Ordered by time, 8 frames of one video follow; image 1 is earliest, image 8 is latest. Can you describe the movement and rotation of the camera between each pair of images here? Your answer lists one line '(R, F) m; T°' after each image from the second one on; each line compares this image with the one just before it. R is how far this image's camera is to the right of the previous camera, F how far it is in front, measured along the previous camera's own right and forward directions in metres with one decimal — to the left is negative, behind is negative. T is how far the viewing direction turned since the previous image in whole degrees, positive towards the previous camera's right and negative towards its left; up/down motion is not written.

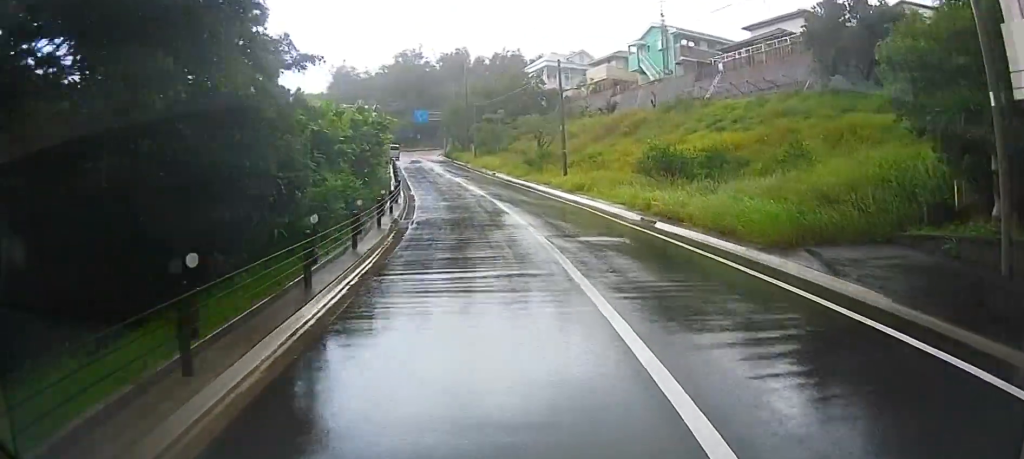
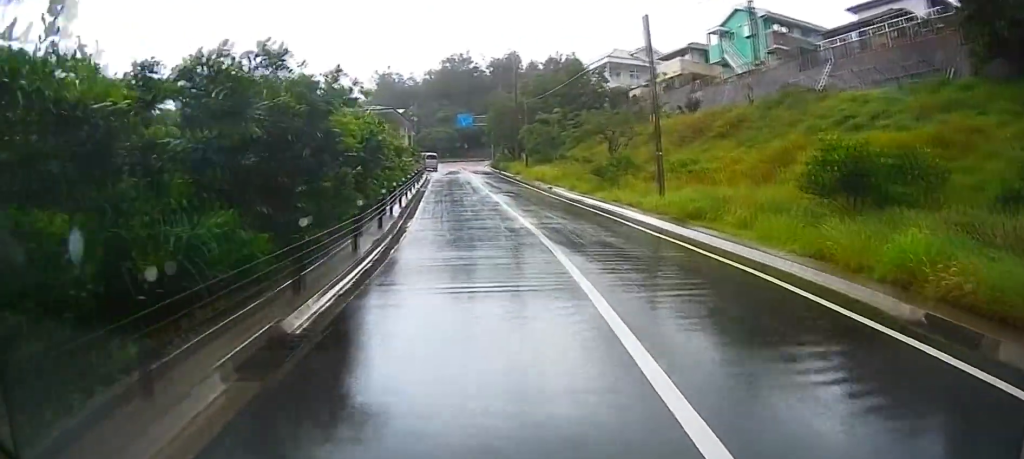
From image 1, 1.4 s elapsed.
(+0.1, +12.1) m; +2°
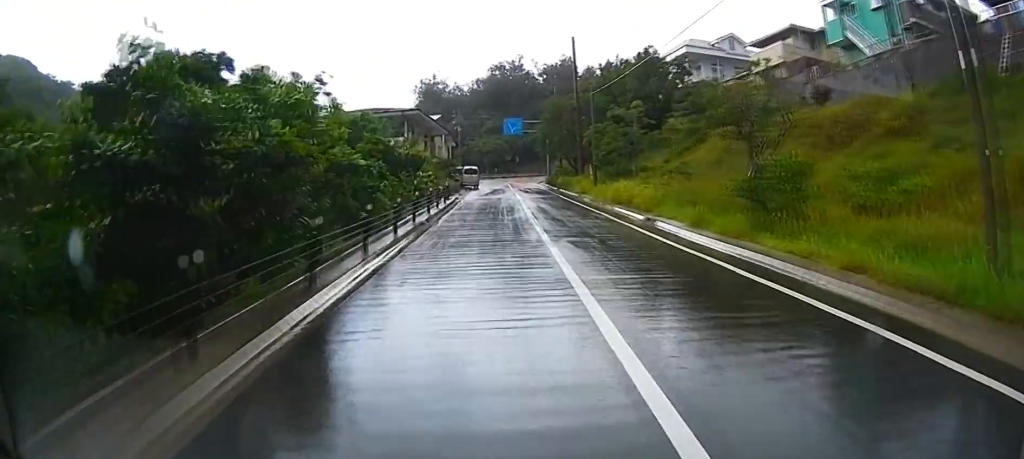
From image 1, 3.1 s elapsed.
(0.0, +14.7) m; -5°
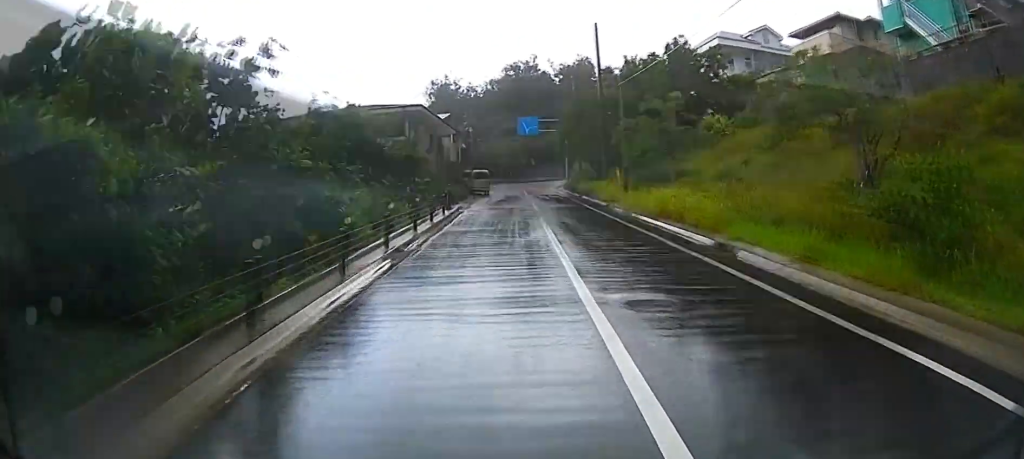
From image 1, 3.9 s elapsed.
(-0.3, +5.9) m; -5°
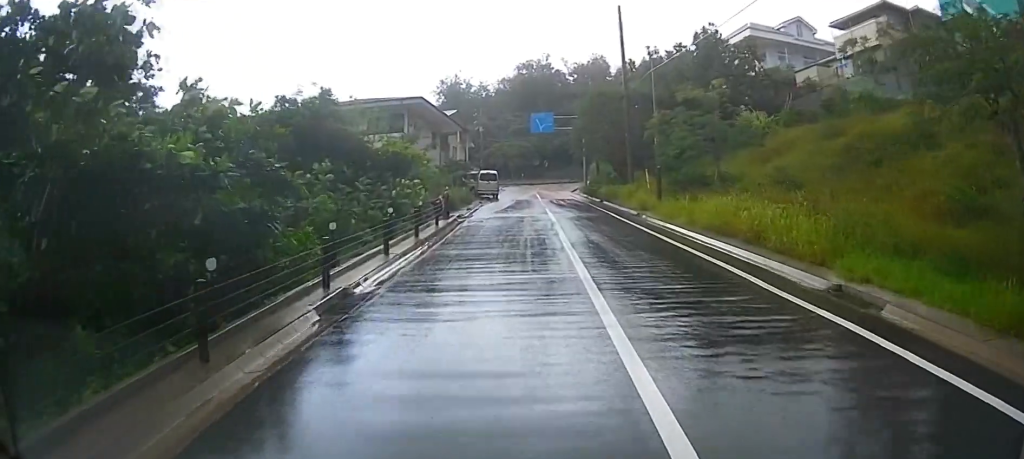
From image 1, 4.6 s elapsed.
(-0.2, +5.4) m; -5°
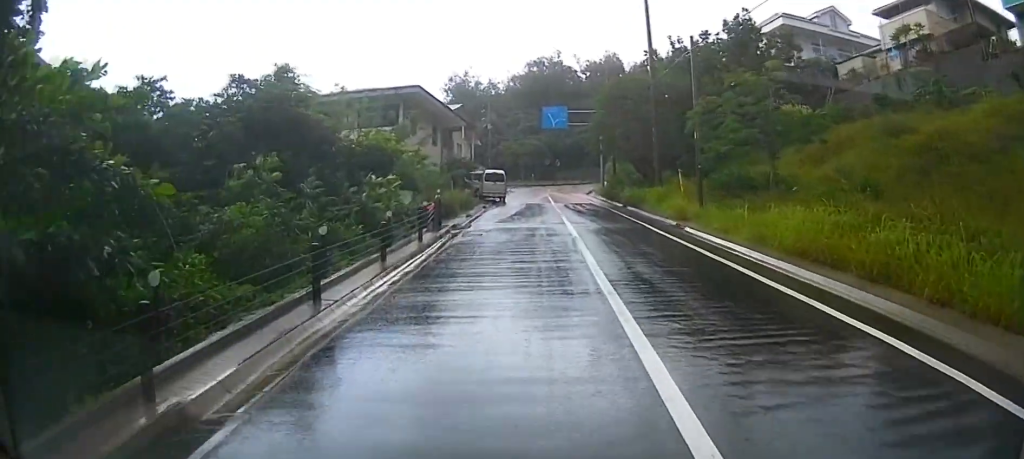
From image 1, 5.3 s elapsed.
(-0.2, +5.3) m; -4°
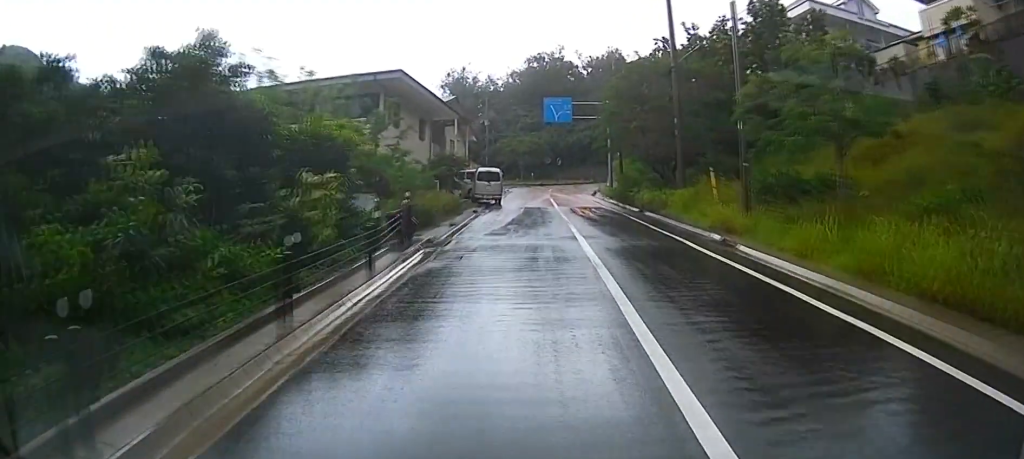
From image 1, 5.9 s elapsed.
(-0.3, +4.8) m; +2°
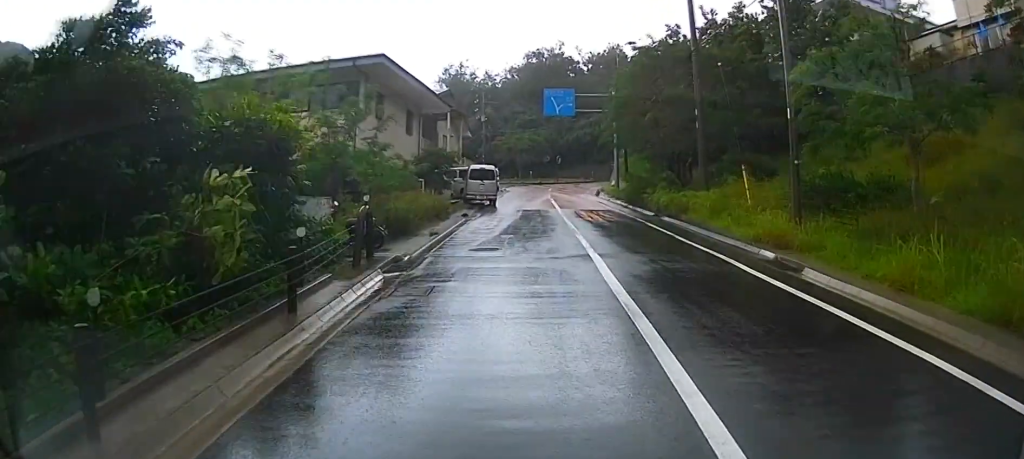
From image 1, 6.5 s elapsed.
(+0.1, +3.7) m; +2°
